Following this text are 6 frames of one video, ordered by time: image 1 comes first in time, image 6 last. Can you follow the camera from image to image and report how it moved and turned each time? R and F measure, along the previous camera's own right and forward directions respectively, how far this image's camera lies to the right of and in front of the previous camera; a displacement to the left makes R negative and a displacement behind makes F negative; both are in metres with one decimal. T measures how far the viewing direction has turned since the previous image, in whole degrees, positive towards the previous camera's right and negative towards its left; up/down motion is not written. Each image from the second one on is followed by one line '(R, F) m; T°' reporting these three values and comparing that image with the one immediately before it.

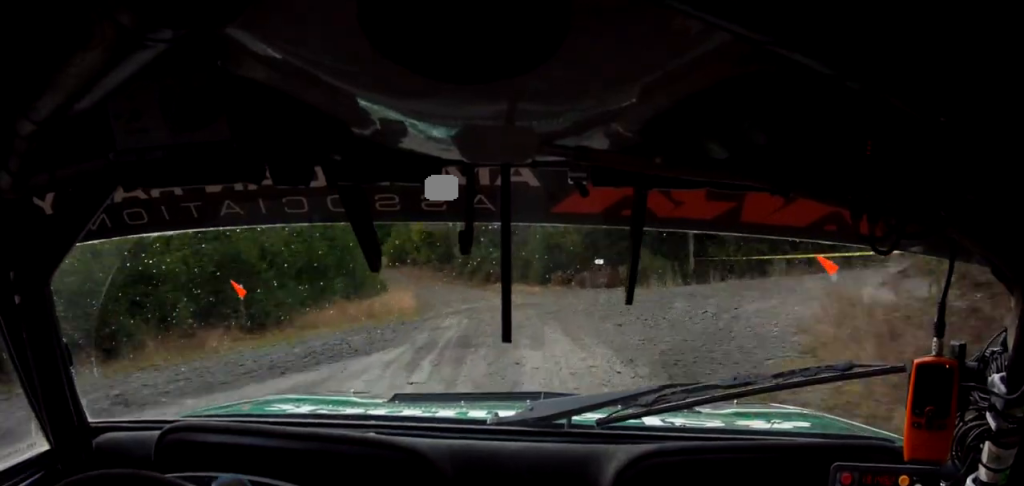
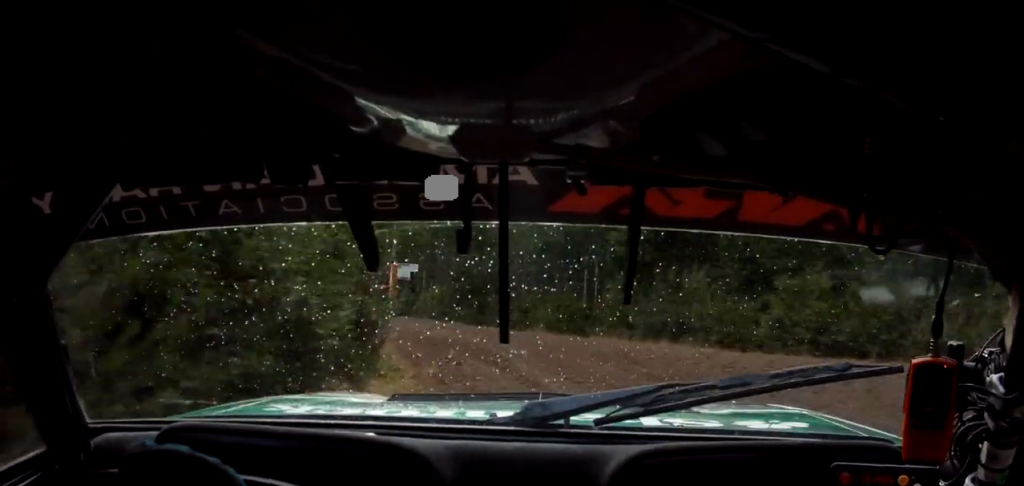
(-16.4, +48.7) m; -50°
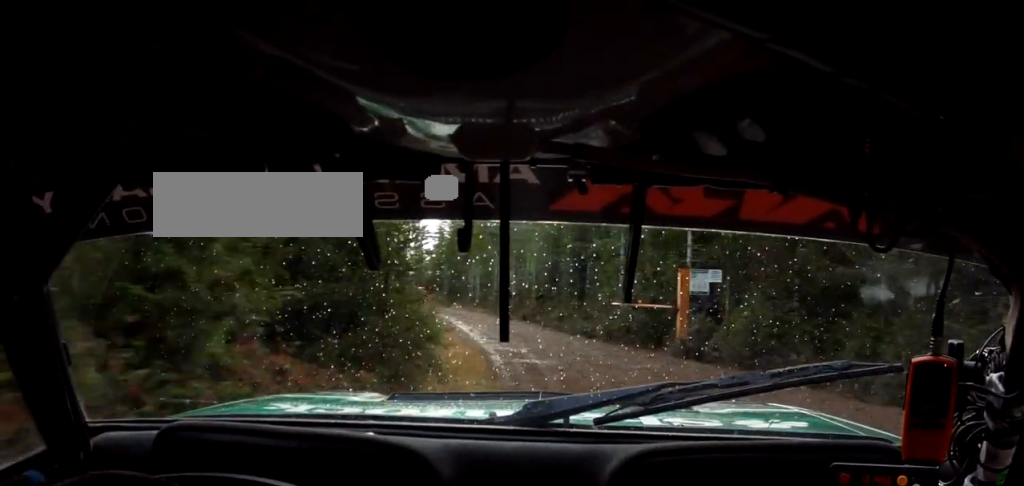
(-1.8, +11.4) m; -16°
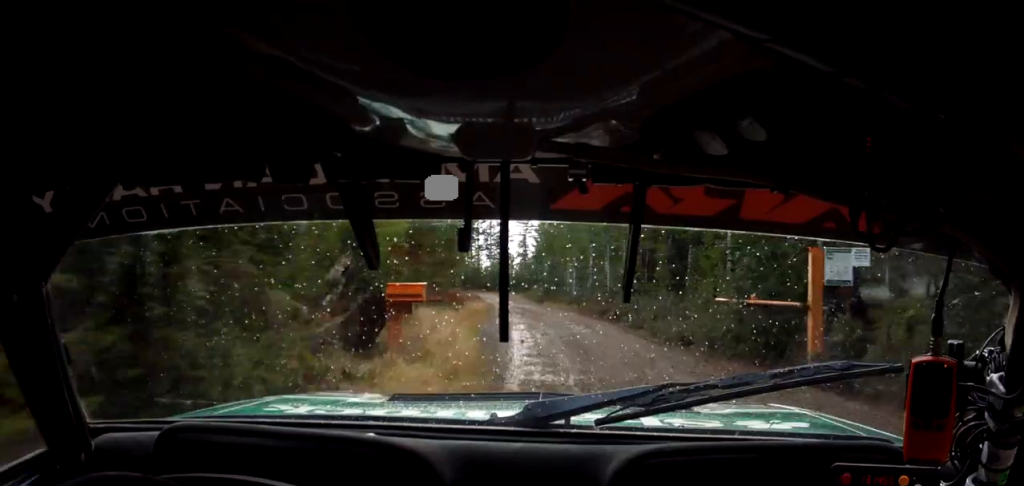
(-0.2, +6.2) m; -7°
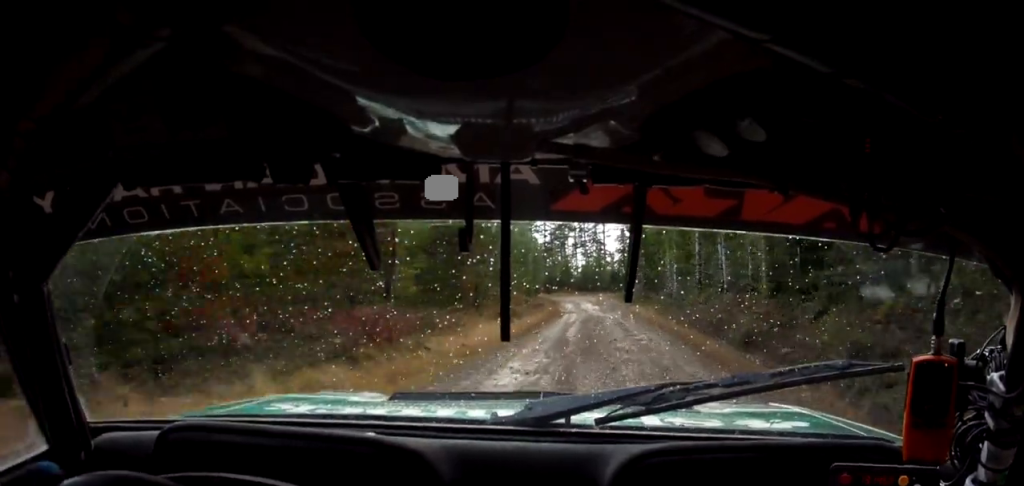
(-1.4, +16.0) m; -8°
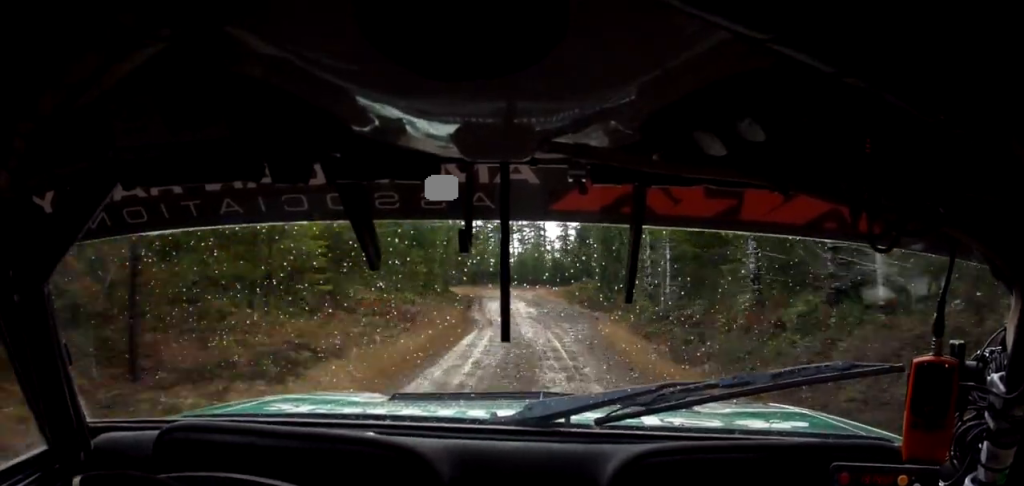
(-0.7, +18.8) m; -3°
